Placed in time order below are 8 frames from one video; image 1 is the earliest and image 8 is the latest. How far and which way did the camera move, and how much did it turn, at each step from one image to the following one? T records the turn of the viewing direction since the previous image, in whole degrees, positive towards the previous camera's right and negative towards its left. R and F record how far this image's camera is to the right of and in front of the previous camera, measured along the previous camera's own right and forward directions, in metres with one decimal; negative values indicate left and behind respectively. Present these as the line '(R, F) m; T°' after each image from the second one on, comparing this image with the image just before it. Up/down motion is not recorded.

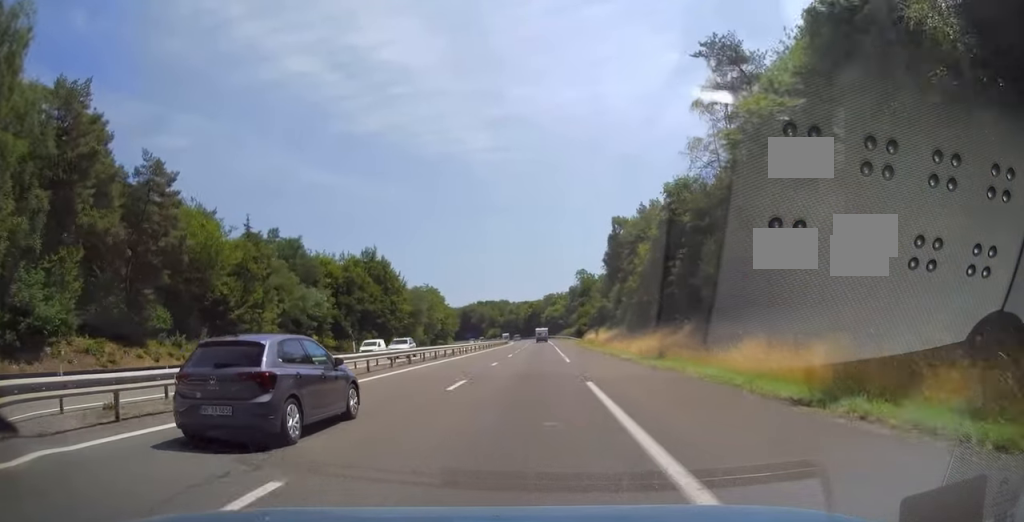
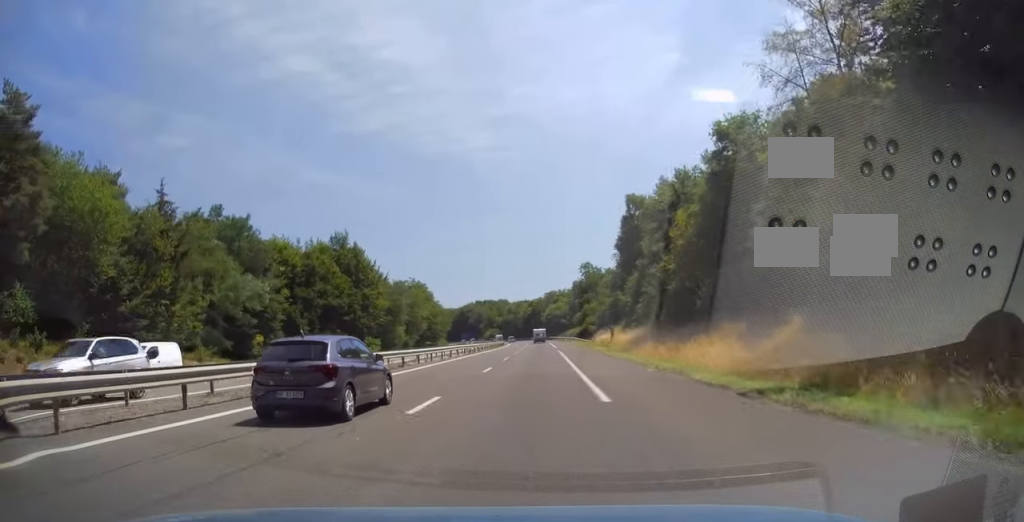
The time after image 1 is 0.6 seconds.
(0.0, +17.6) m; 0°
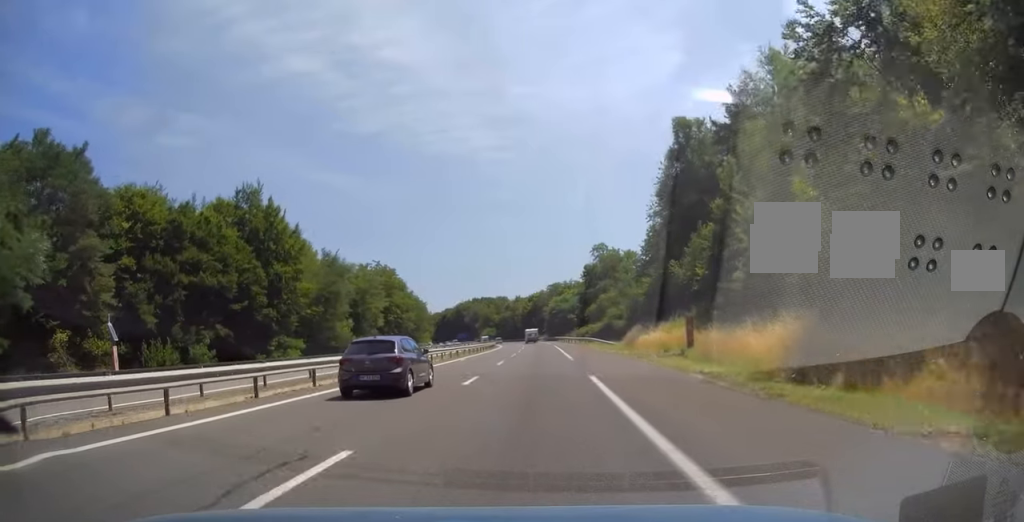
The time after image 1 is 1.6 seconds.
(0.0, +32.7) m; 0°
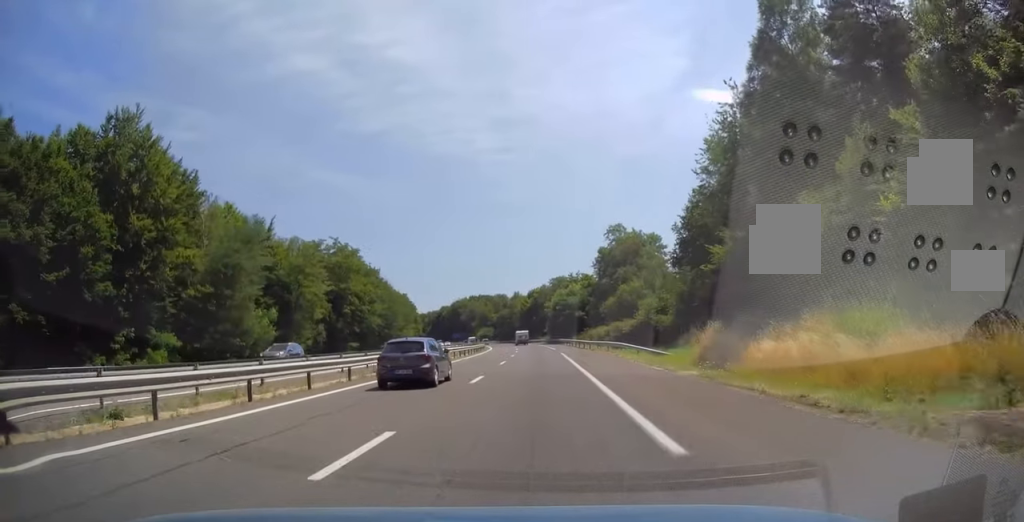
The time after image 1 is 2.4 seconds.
(-0.1, +24.4) m; -1°
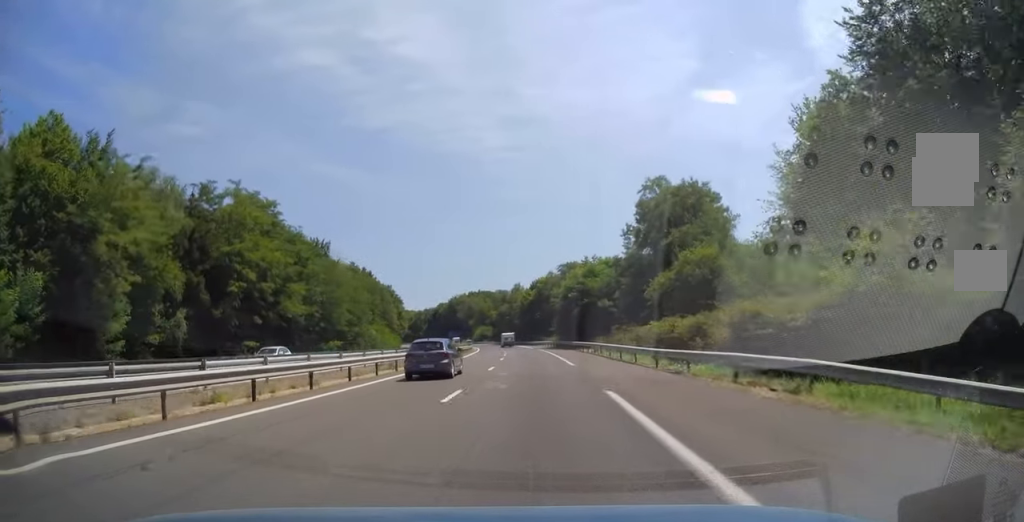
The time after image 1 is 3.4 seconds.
(-0.3, +31.6) m; -1°
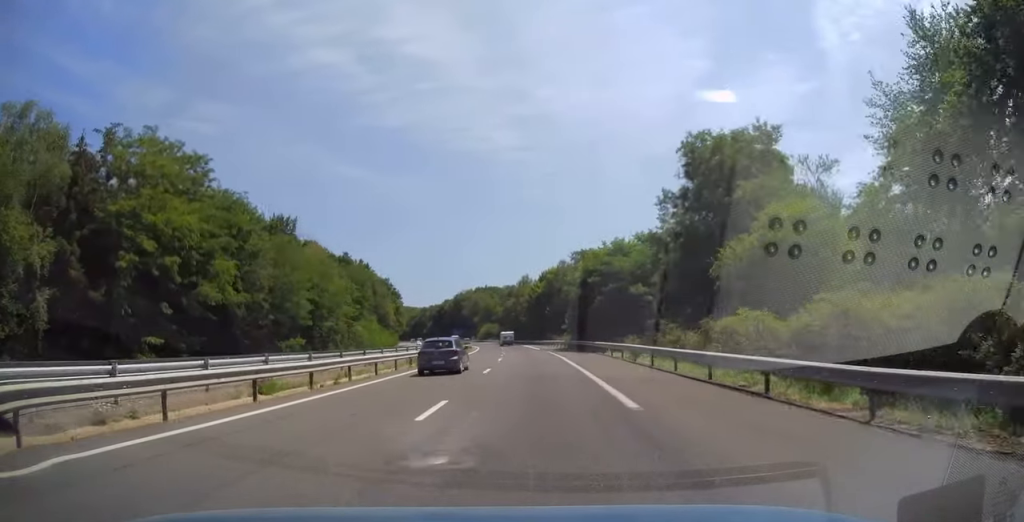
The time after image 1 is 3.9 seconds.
(0.0, +16.1) m; 0°
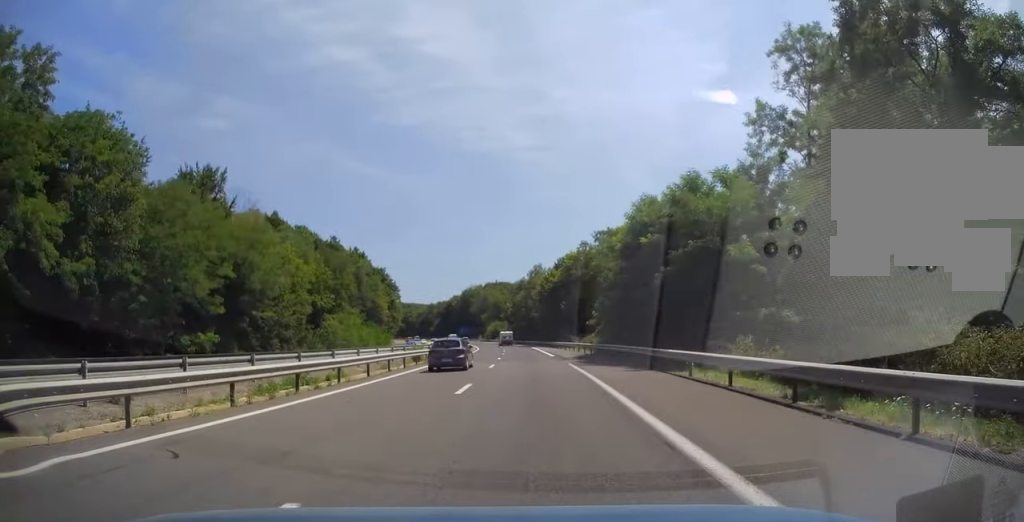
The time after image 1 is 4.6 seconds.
(0.0, +21.3) m; 0°
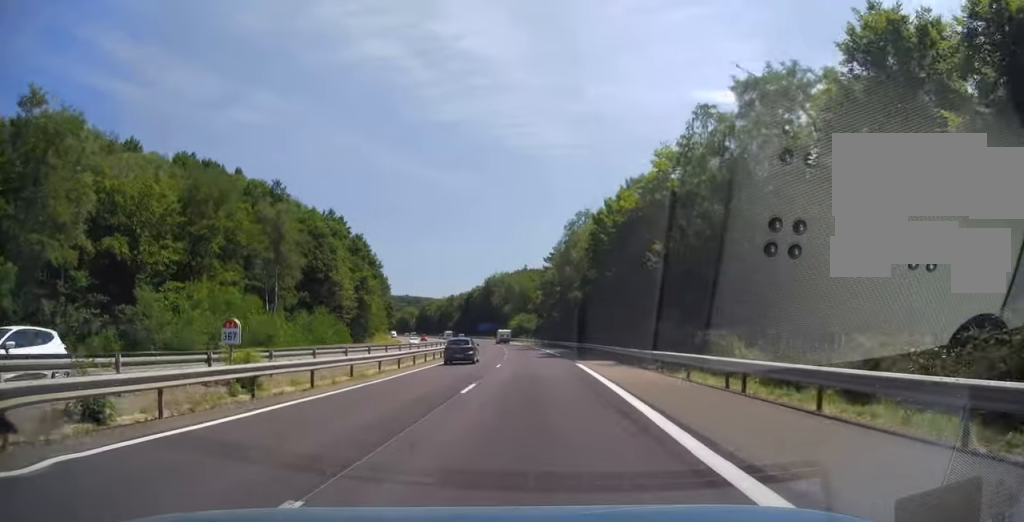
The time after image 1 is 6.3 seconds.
(-0.8, +51.4) m; -3°
